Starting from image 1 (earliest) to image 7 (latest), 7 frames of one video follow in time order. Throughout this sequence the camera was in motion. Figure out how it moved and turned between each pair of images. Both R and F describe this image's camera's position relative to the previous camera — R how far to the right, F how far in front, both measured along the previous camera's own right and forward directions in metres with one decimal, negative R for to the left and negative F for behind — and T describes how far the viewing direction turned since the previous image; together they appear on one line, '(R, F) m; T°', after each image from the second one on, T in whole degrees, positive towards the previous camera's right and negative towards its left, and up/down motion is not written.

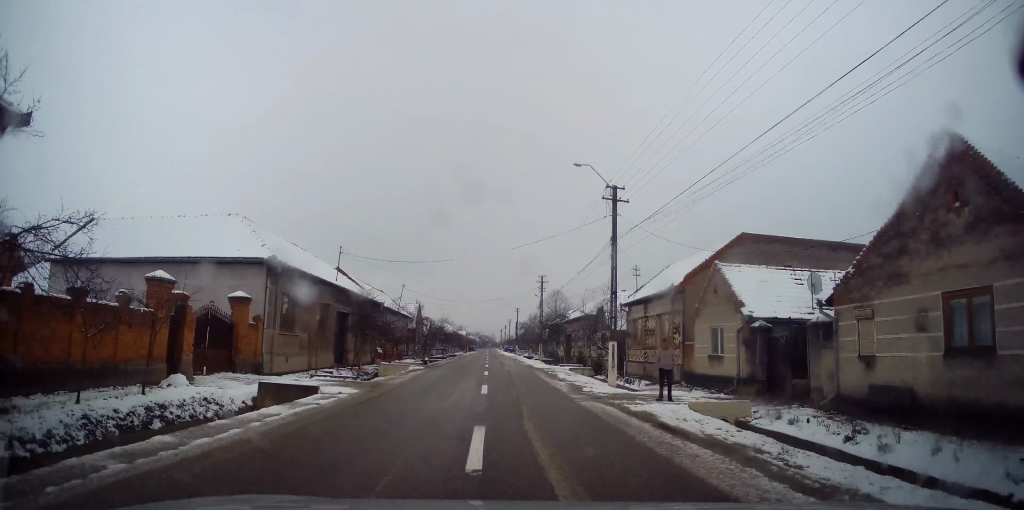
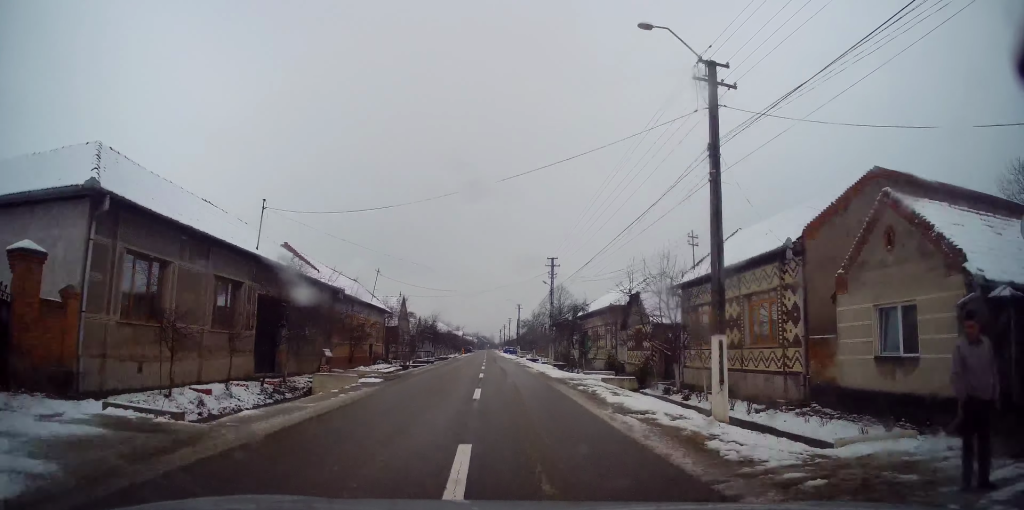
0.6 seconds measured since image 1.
(-0.1, +10.4) m; +1°
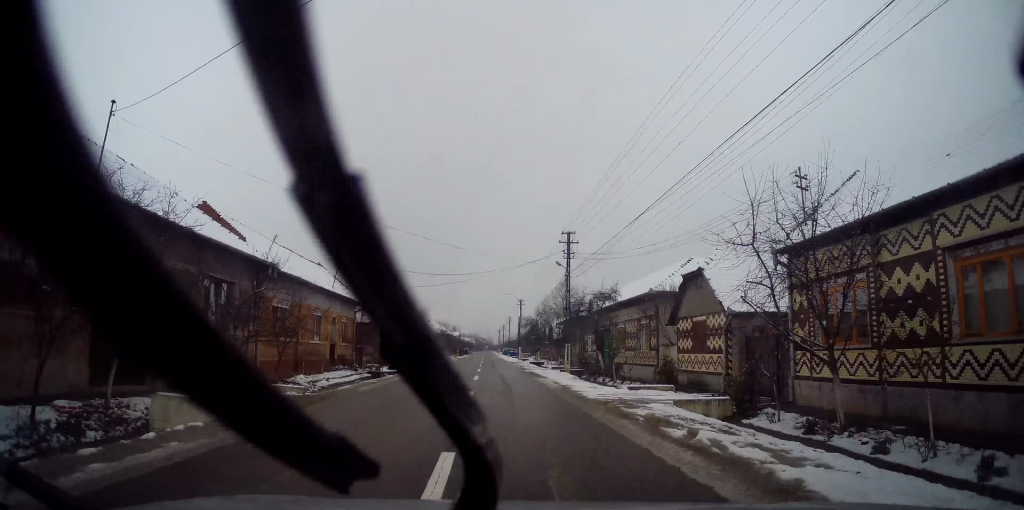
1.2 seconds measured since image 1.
(+0.2, +9.4) m; 0°
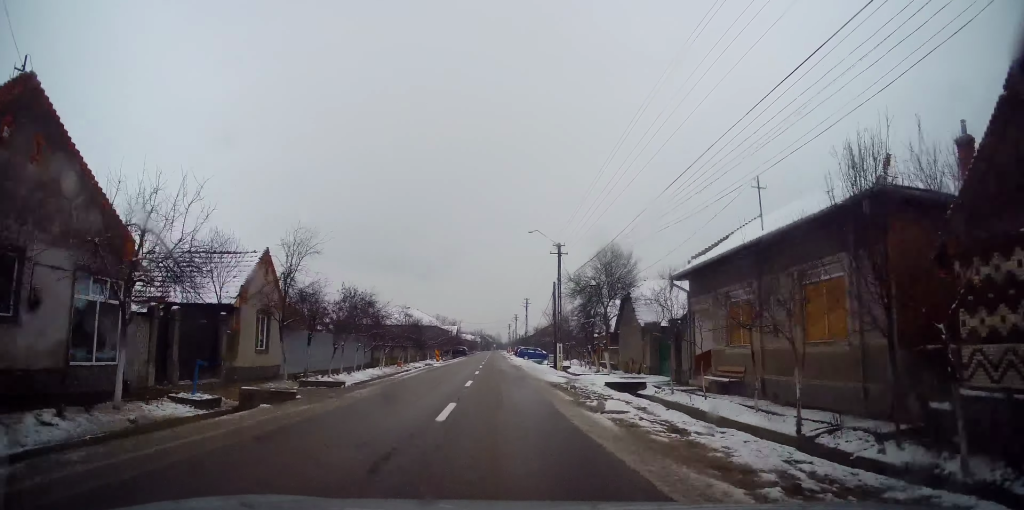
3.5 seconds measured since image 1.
(-0.5, +37.9) m; -1°
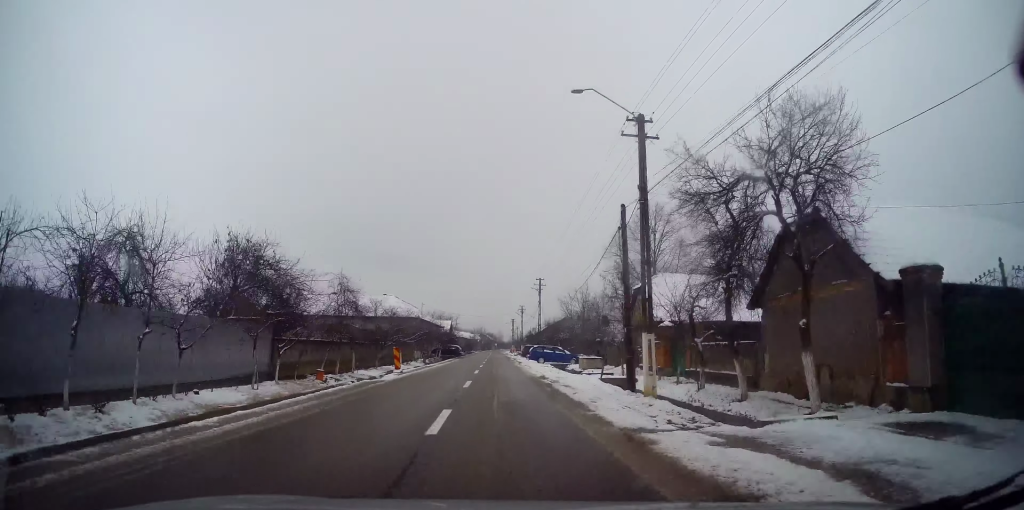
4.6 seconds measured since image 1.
(+0.1, +19.2) m; -1°
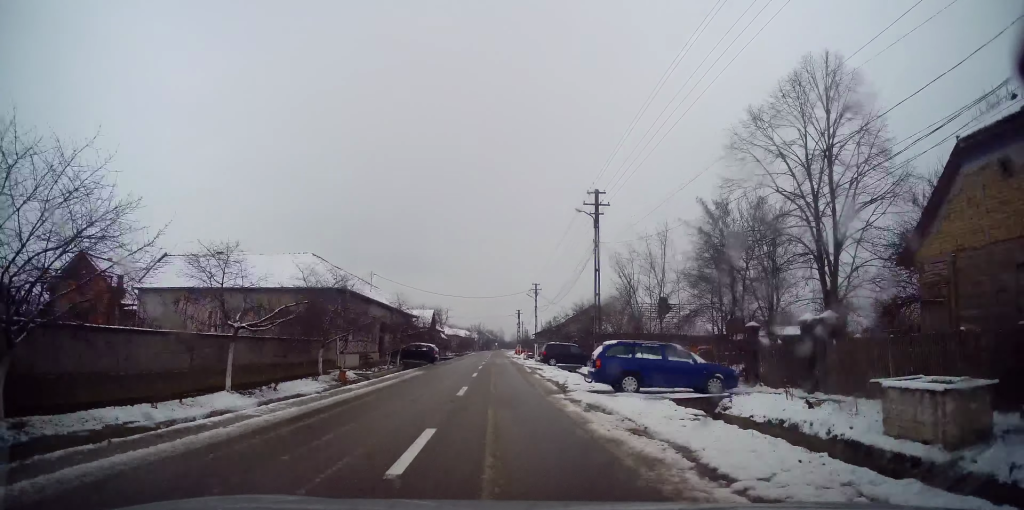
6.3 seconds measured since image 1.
(-0.2, +28.7) m; 0°
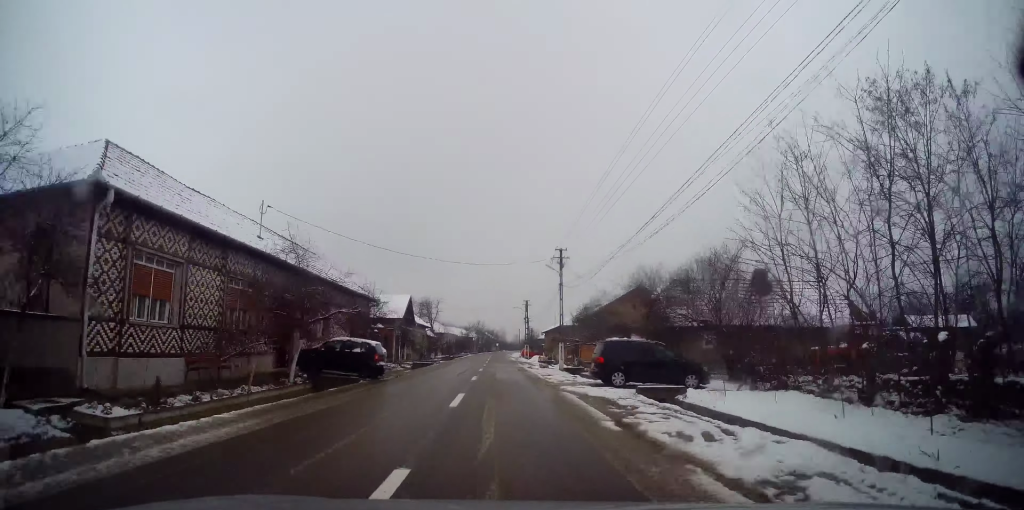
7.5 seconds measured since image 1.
(-0.2, +20.3) m; 0°
